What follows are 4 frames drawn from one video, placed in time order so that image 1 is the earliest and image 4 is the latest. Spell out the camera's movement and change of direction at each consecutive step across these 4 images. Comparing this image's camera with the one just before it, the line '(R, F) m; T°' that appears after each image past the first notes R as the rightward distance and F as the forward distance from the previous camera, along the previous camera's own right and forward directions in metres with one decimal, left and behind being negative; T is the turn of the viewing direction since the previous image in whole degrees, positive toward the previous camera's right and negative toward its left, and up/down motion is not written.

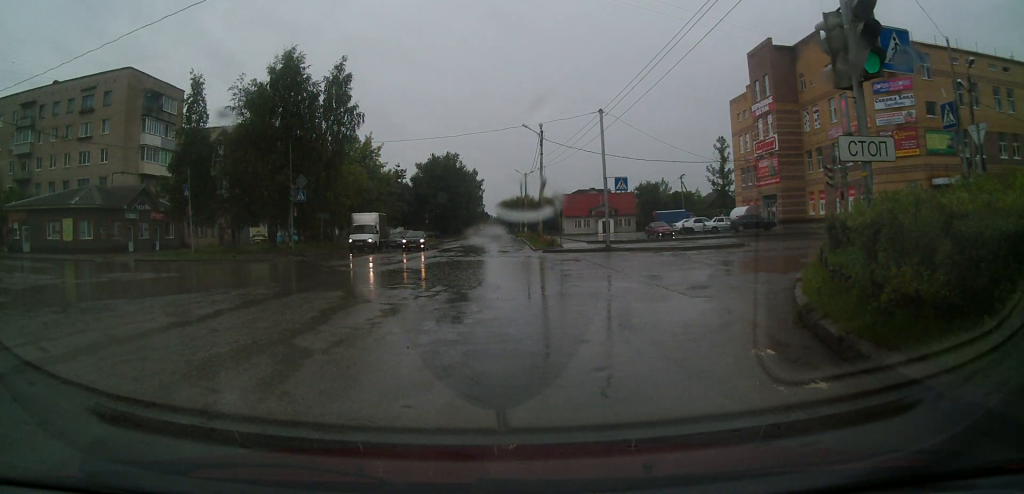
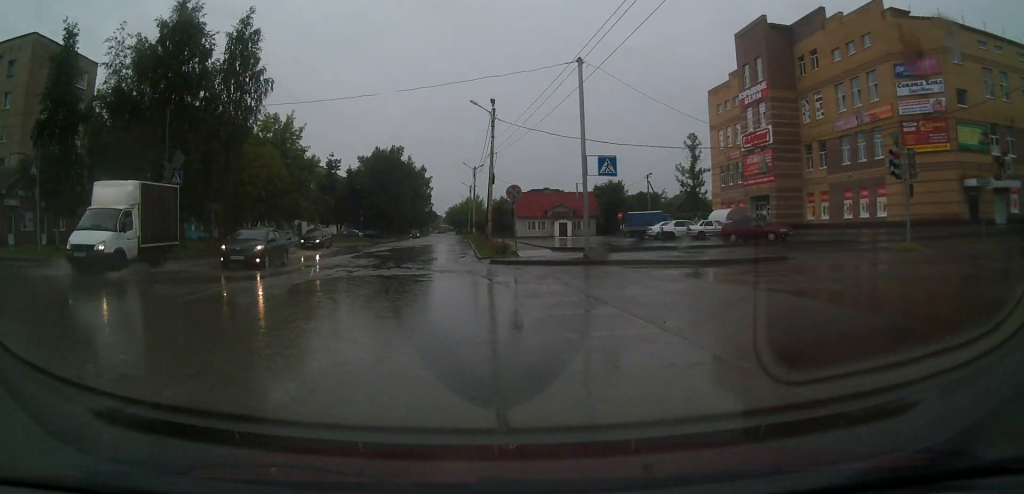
(+0.3, +2.9) m; 0°
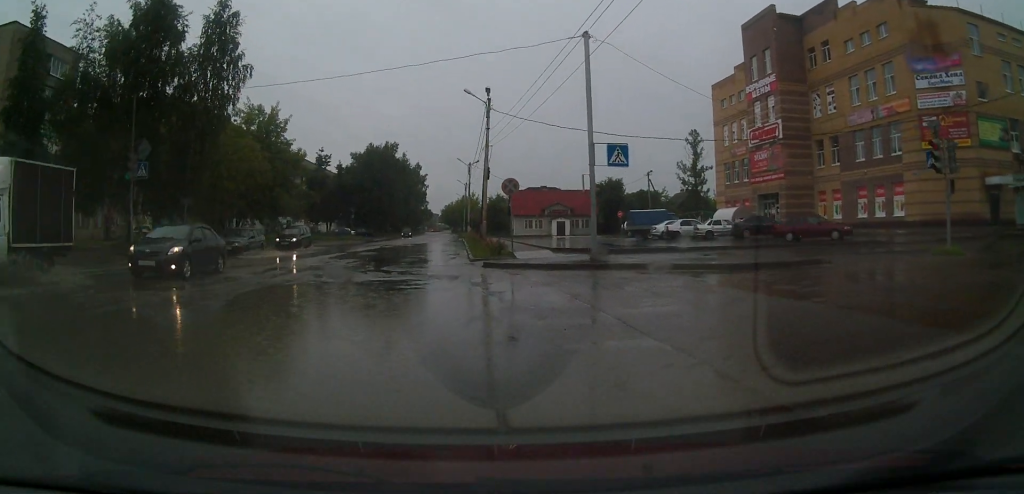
(-0.1, +2.3) m; -2°
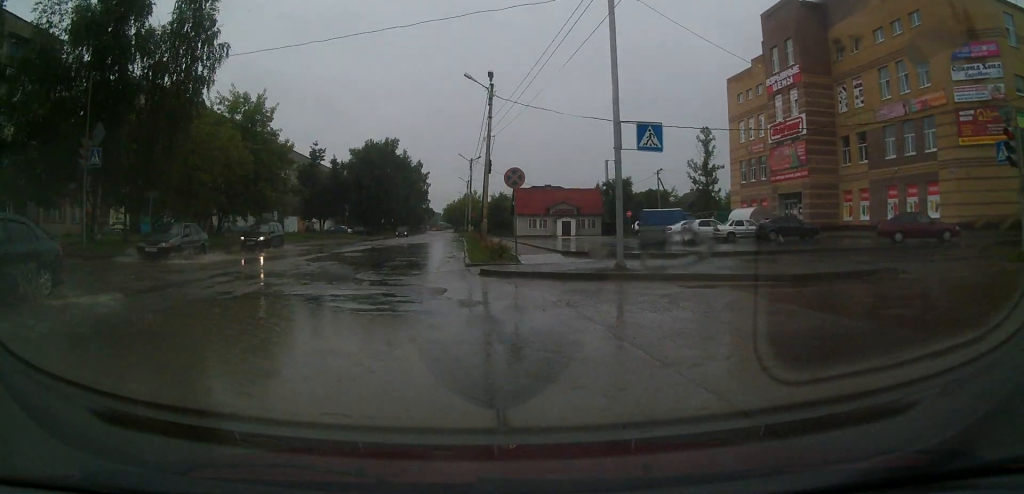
(0.0, +3.8) m; -1°
